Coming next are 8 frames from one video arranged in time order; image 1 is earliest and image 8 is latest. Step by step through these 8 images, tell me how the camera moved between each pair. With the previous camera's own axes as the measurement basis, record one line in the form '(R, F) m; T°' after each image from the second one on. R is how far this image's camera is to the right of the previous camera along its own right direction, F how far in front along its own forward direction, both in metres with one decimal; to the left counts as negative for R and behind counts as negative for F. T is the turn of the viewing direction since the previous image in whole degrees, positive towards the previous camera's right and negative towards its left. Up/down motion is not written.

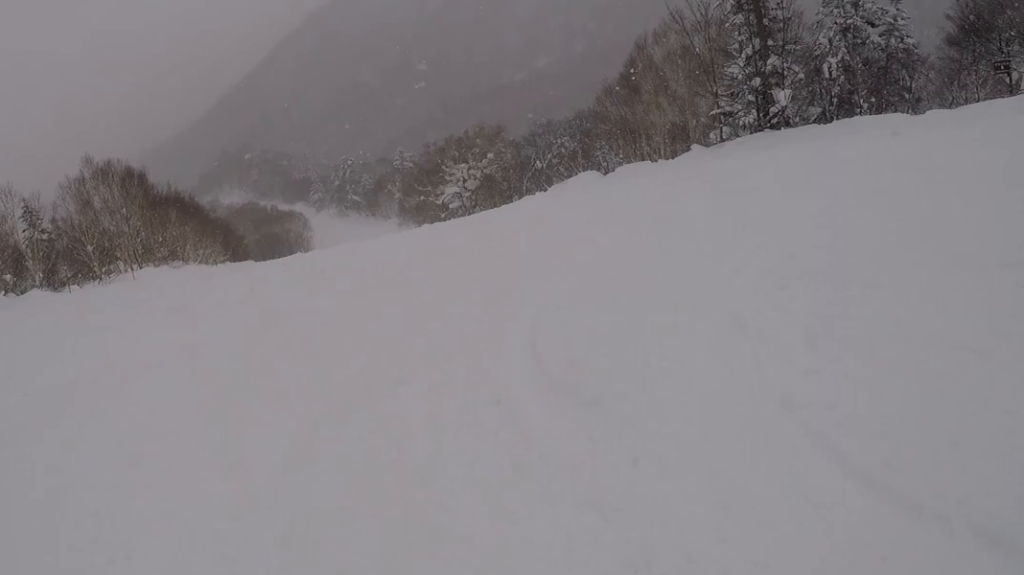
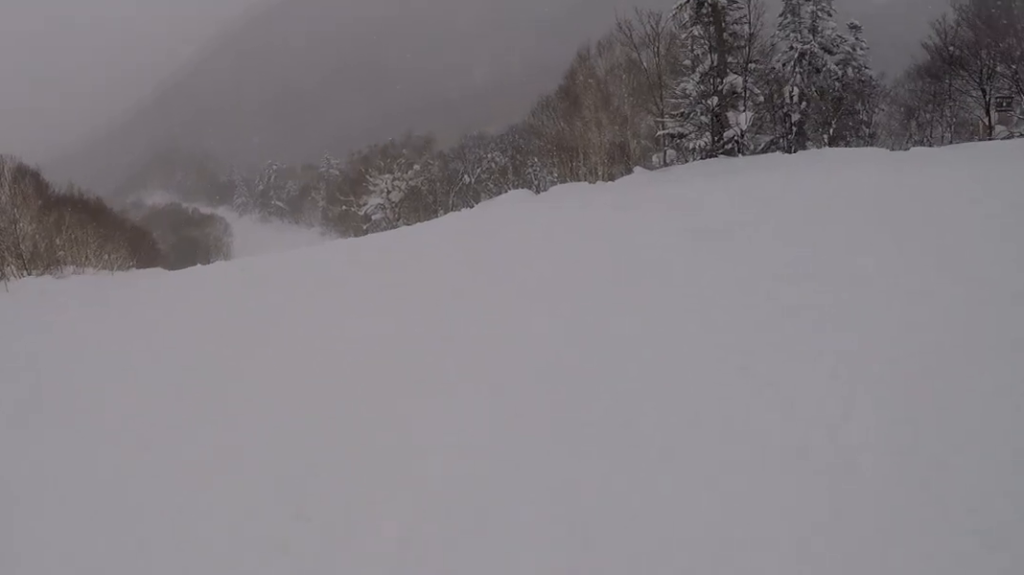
(+0.2, +3.5) m; -2°
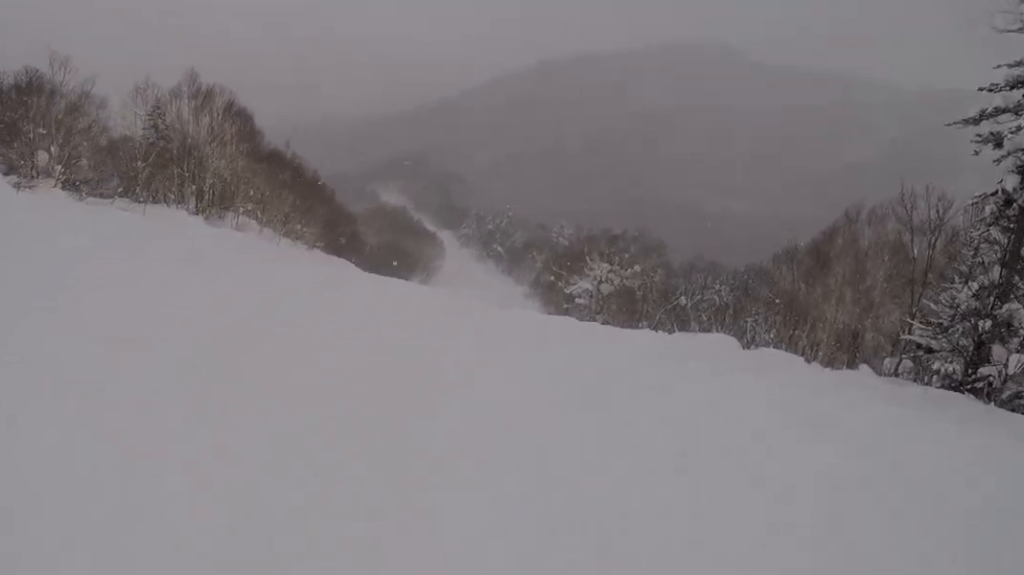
(+0.9, +4.5) m; -11°
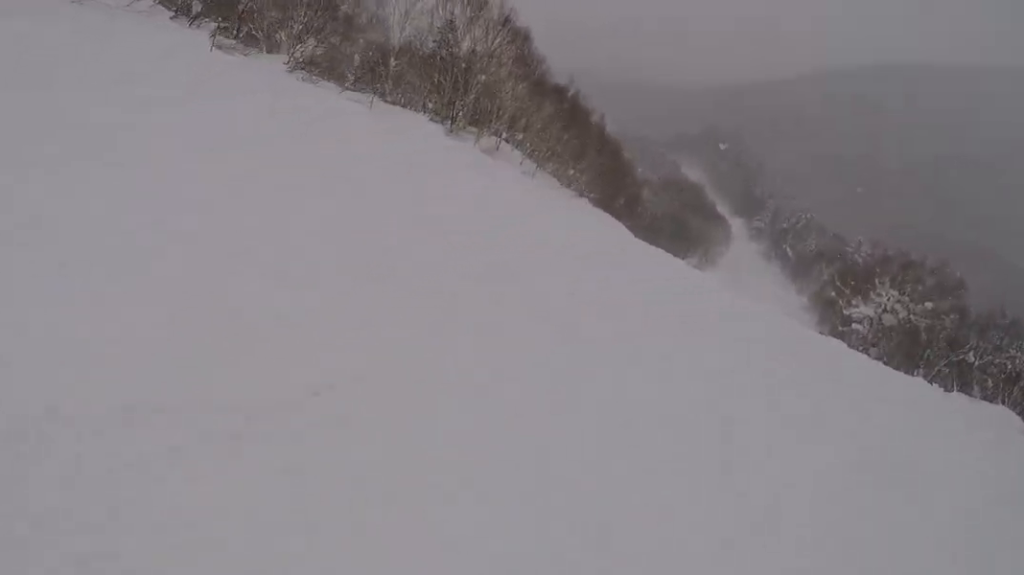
(-1.6, +3.9) m; -18°
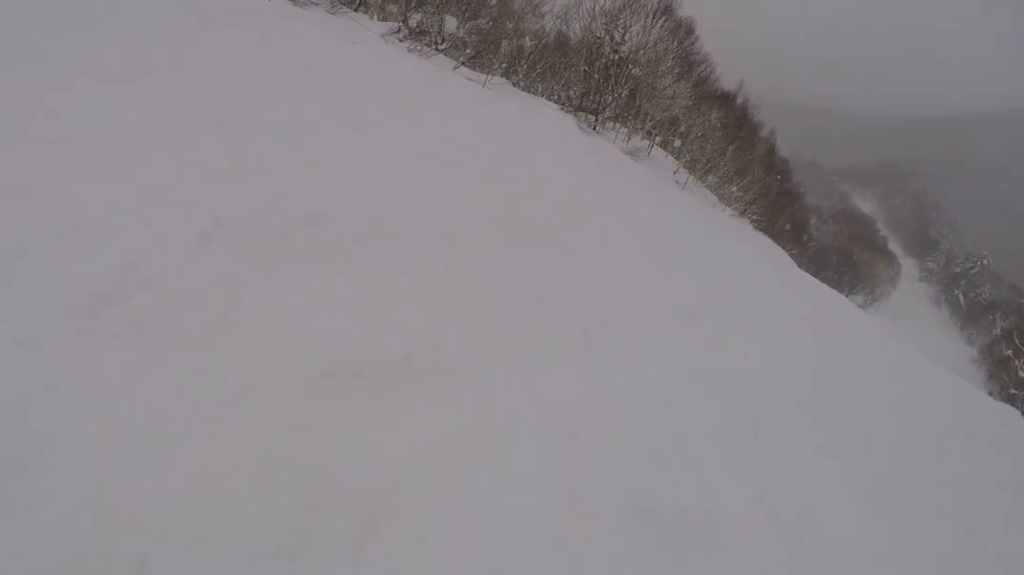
(-0.8, +4.8) m; -10°
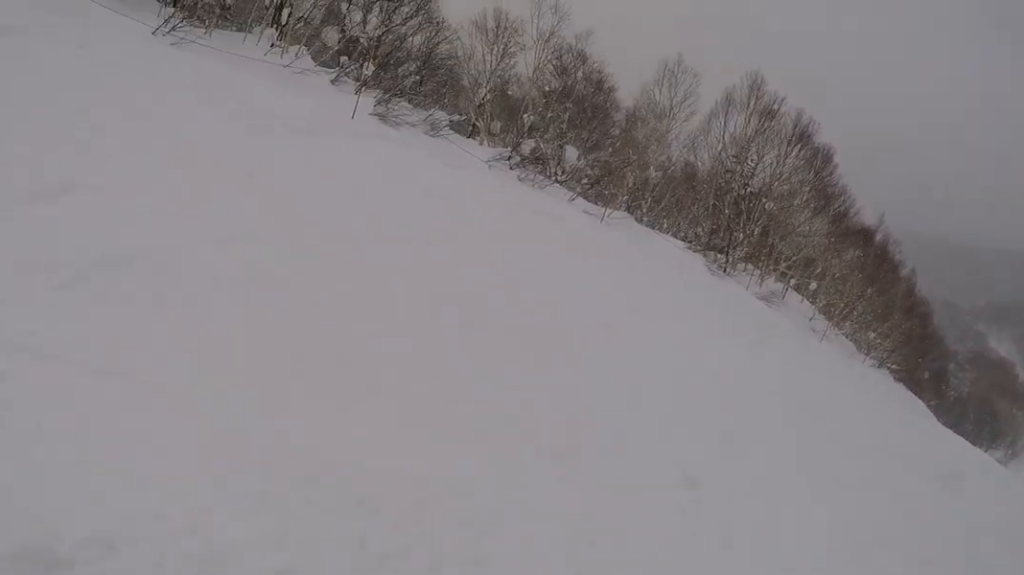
(-0.2, +3.0) m; 0°
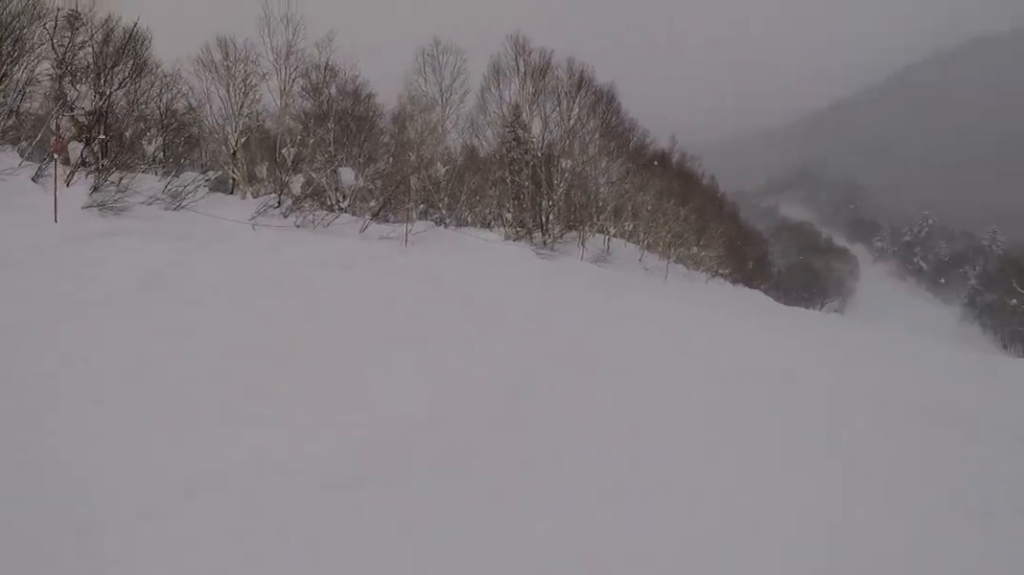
(+0.2, +4.3) m; +18°
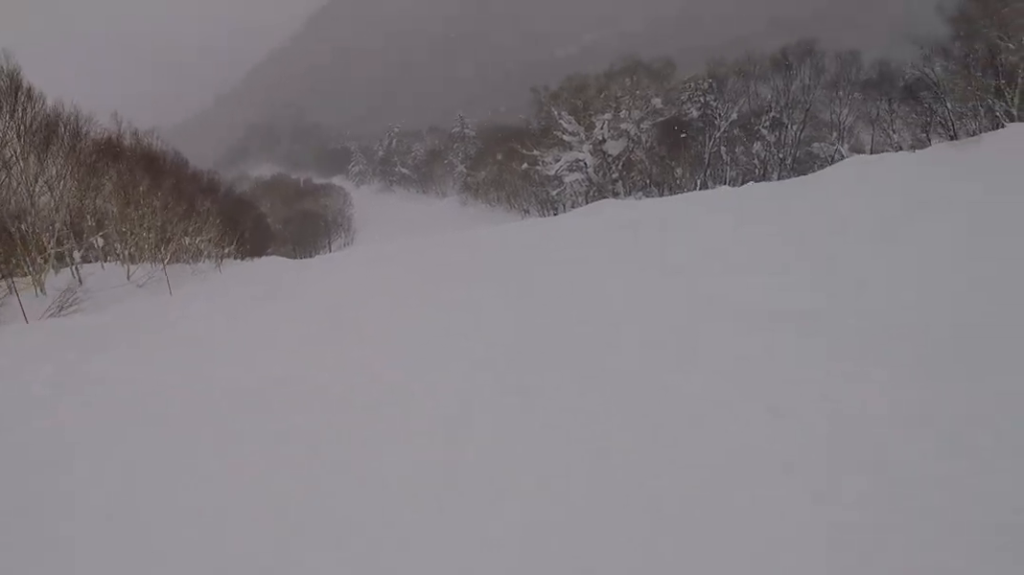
(+4.1, +8.2) m; +46°
